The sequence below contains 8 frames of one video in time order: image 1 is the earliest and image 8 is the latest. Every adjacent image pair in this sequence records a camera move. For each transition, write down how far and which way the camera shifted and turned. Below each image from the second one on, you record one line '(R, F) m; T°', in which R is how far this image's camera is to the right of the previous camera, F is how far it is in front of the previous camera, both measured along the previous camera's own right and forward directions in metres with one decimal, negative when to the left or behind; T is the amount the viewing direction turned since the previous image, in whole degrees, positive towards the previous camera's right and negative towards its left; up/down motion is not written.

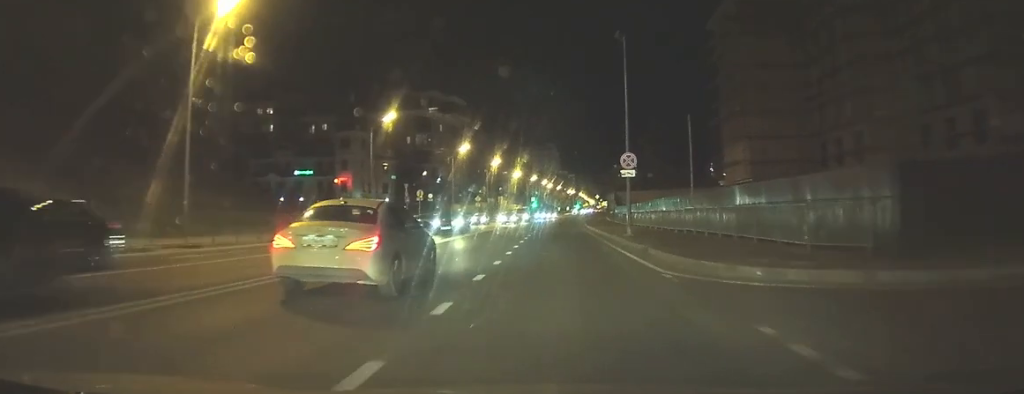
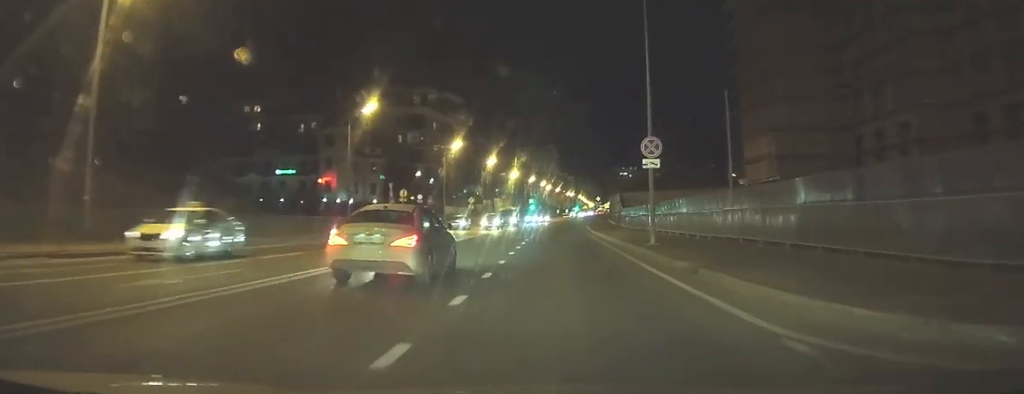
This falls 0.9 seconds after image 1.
(-0.1, +4.5) m; -1°
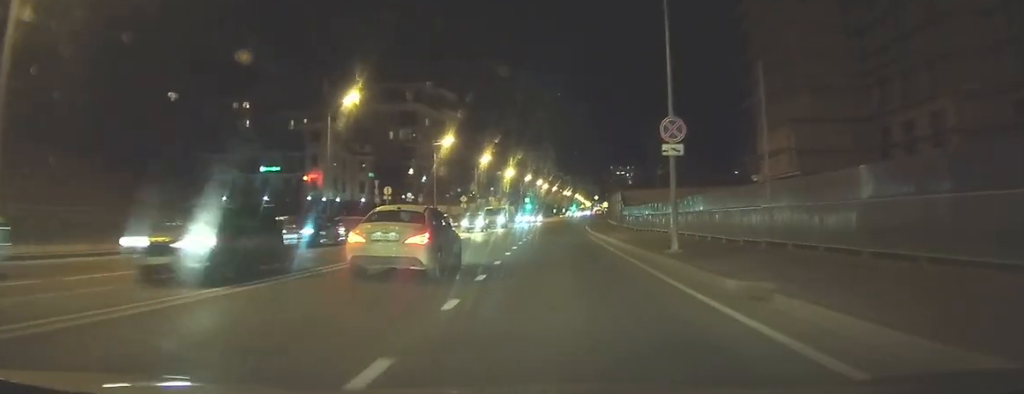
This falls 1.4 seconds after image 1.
(0.0, +3.3) m; 0°
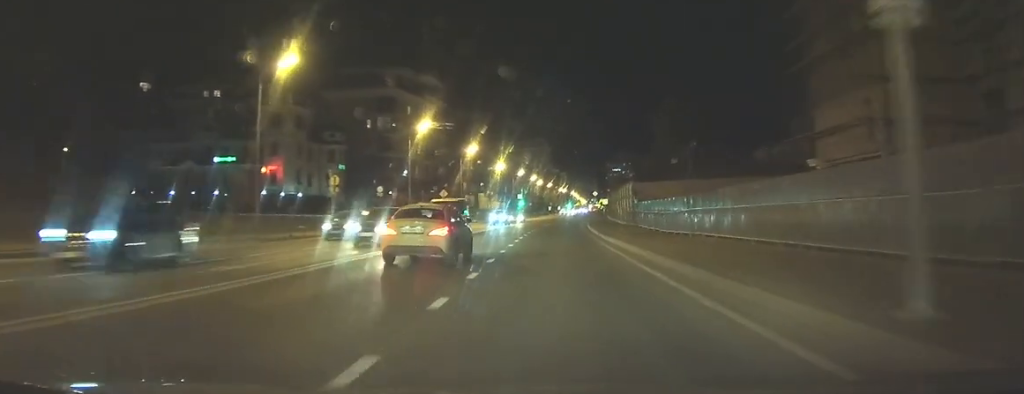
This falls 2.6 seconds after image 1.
(0.0, +9.4) m; 0°
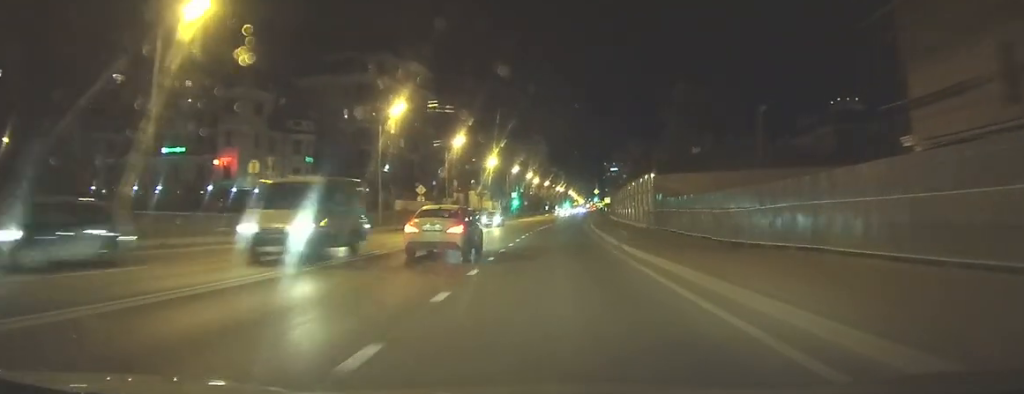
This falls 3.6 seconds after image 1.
(0.0, +9.6) m; -1°
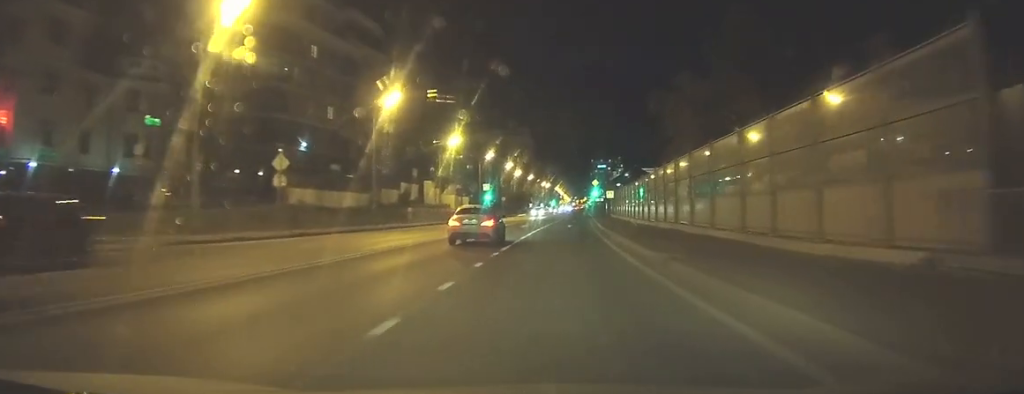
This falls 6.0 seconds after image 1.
(+0.2, +27.7) m; +1°
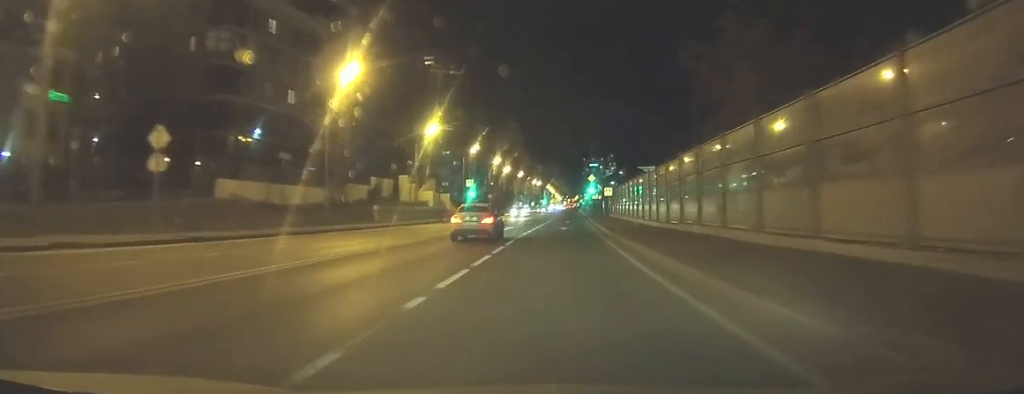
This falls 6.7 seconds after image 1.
(0.0, +9.5) m; +1°
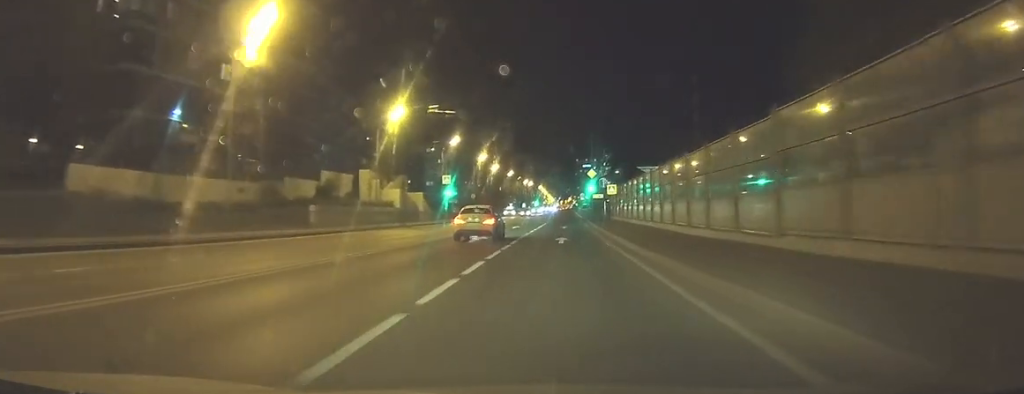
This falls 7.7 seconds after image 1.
(+0.2, +13.3) m; +1°
